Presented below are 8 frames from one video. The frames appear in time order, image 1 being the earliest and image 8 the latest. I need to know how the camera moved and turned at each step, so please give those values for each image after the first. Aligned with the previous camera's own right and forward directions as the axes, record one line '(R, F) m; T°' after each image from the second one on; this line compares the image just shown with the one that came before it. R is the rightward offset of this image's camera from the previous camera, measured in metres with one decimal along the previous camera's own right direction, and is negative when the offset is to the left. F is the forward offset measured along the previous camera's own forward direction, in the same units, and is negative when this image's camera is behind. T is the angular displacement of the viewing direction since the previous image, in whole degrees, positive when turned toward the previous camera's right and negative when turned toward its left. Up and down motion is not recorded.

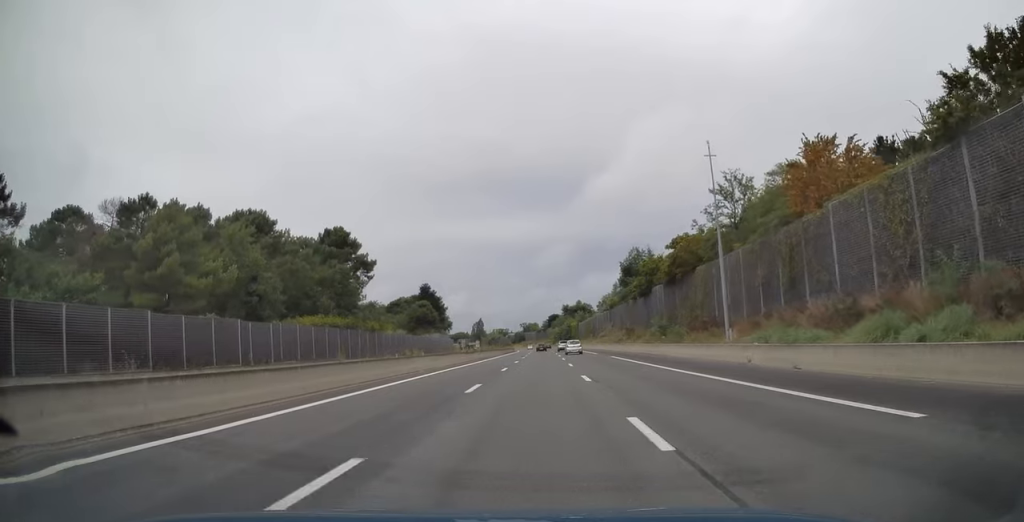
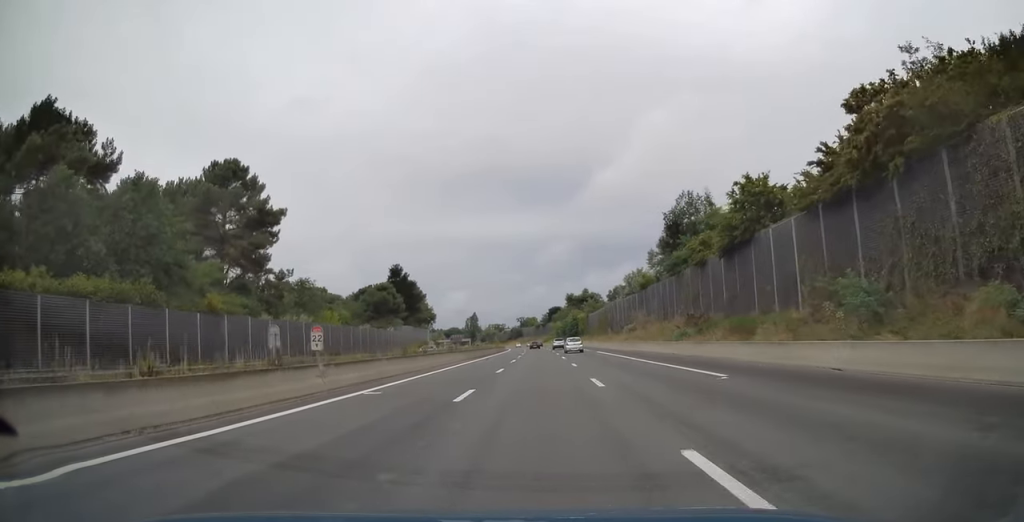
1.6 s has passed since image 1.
(-0.3, +41.9) m; 0°
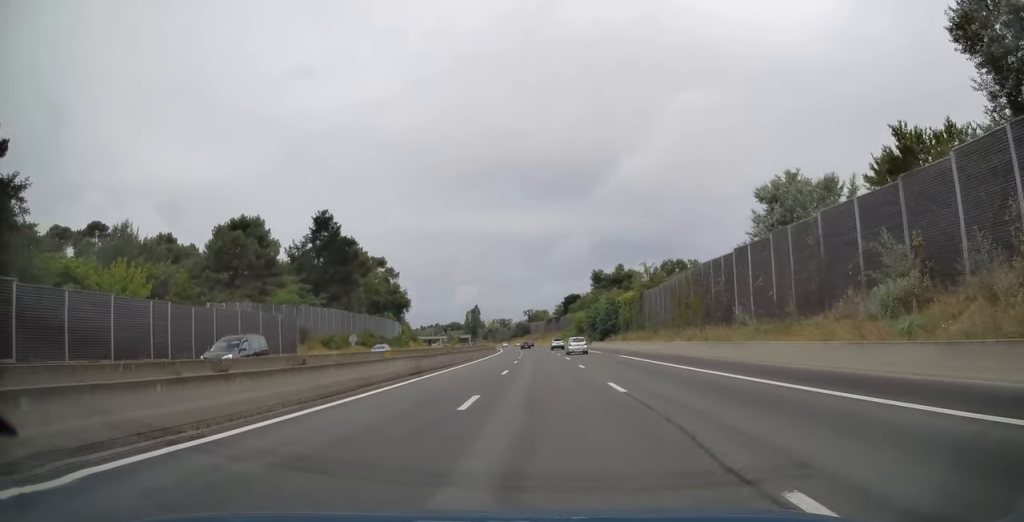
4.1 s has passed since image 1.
(-0.2, +66.8) m; -1°
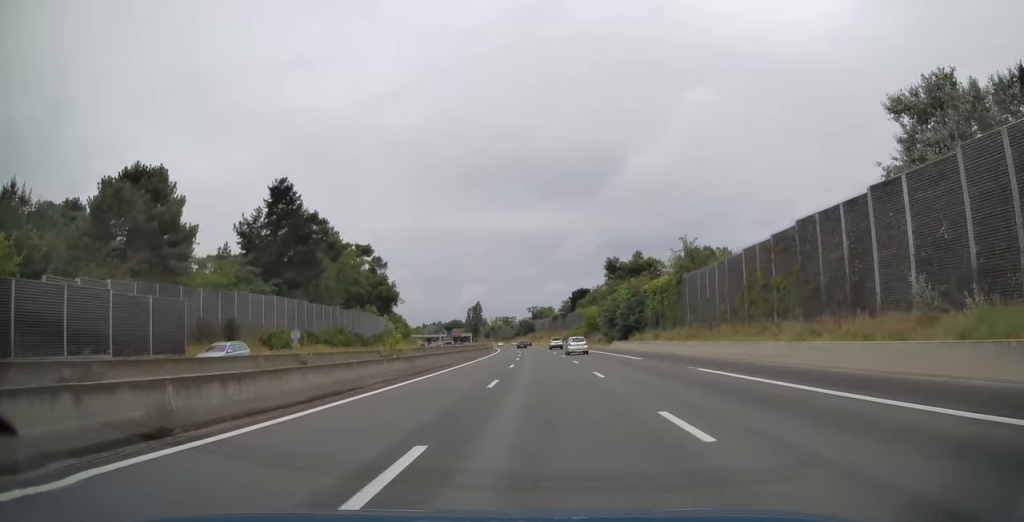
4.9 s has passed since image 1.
(-0.1, +20.3) m; -1°
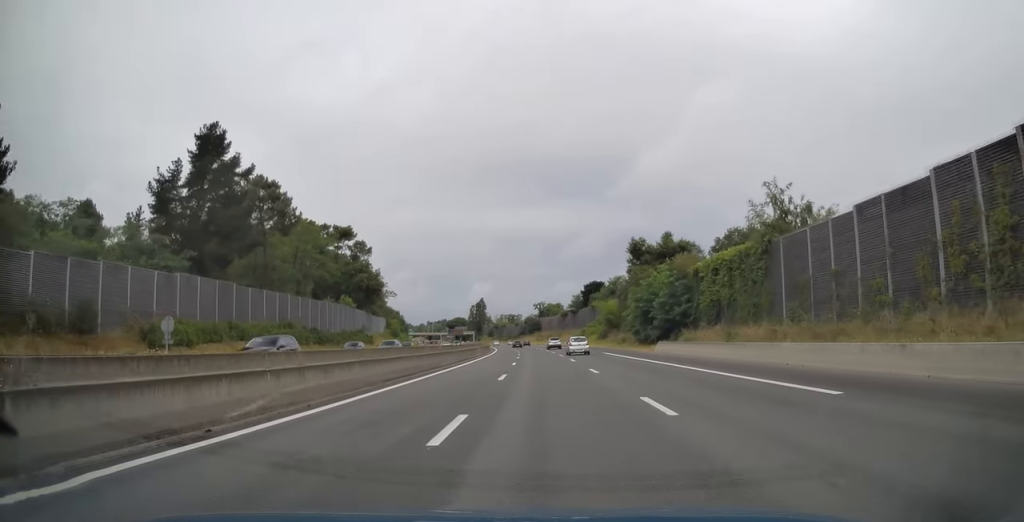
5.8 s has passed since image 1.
(-0.2, +22.9) m; 0°
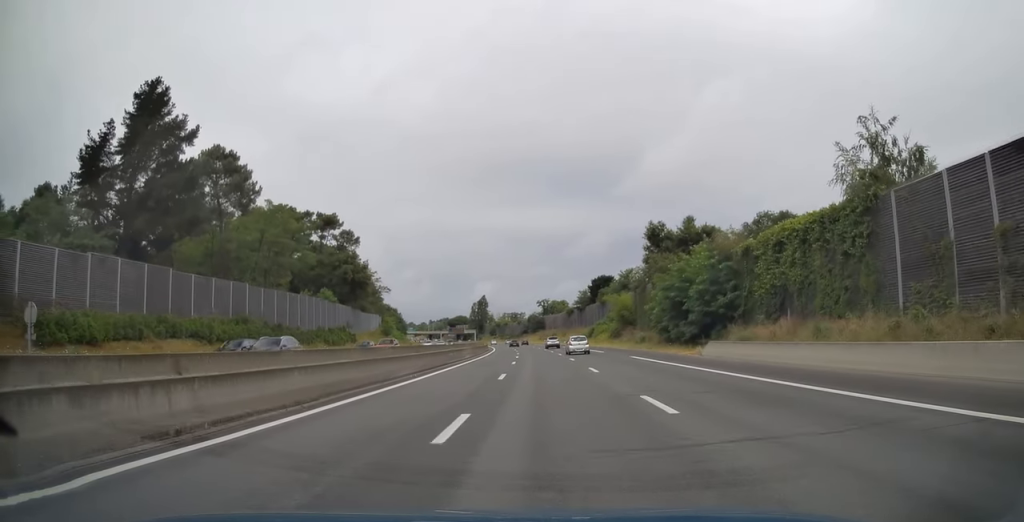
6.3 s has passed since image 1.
(+0.1, +13.0) m; 0°
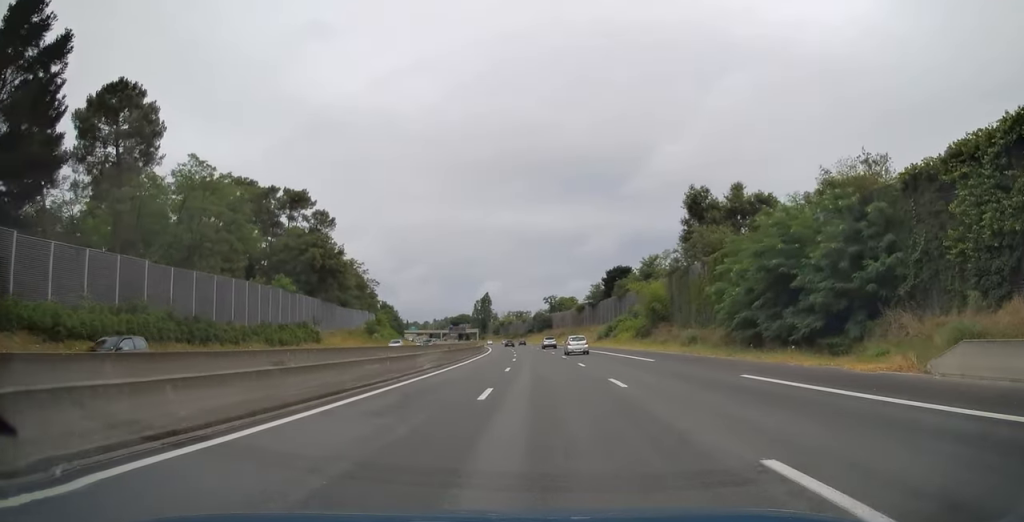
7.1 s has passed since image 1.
(-0.1, +20.3) m; -1°
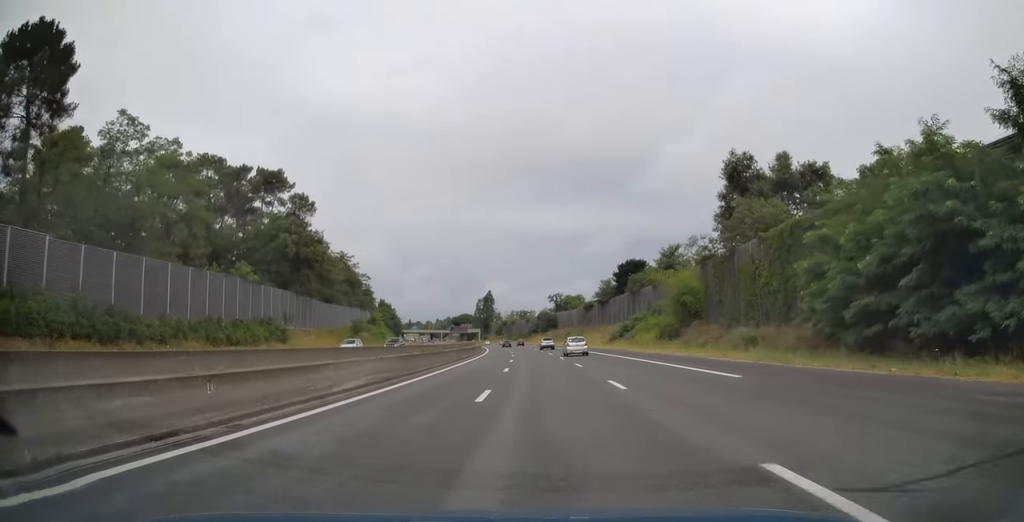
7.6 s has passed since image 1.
(0.0, +12.9) m; 0°
